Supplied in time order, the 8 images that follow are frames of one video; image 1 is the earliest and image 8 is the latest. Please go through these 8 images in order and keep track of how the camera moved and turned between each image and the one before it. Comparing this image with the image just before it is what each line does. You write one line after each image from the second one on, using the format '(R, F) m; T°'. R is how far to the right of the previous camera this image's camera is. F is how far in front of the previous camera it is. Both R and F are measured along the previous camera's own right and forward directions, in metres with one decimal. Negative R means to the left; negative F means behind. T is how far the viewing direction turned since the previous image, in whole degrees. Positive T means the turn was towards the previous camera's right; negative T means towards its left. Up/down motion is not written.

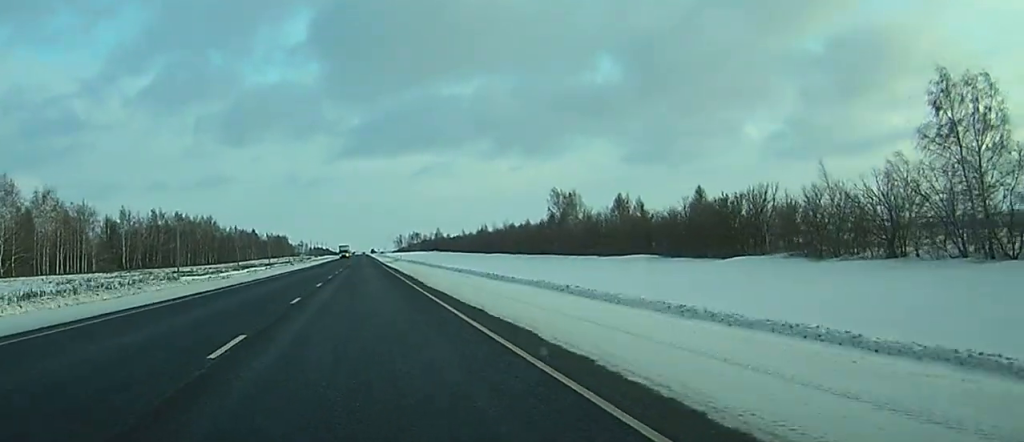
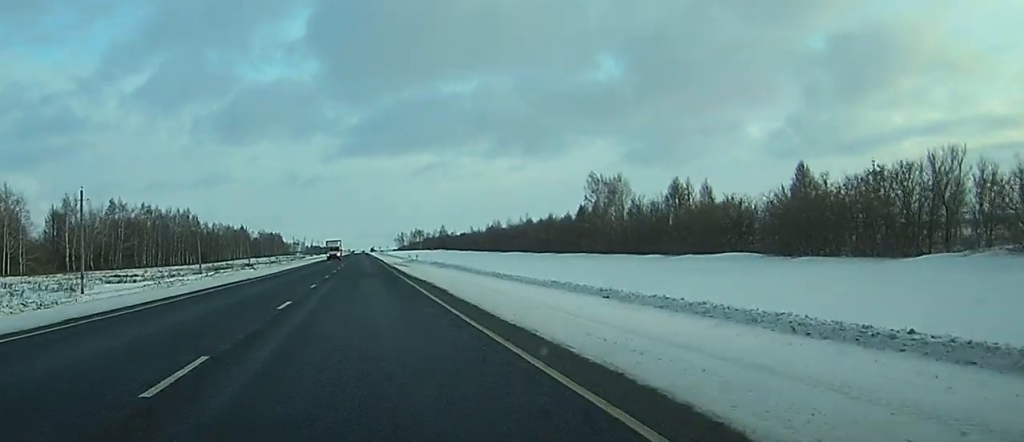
(-0.1, +38.8) m; 0°
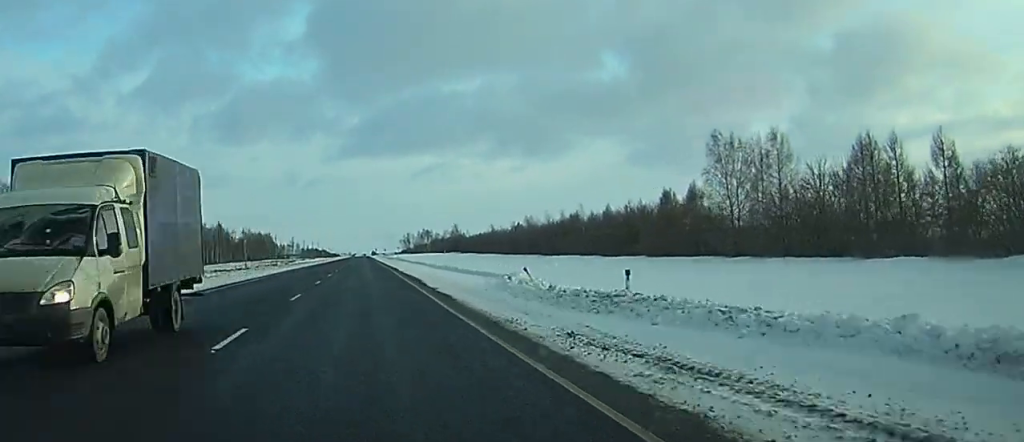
(+0.1, +67.7) m; 0°
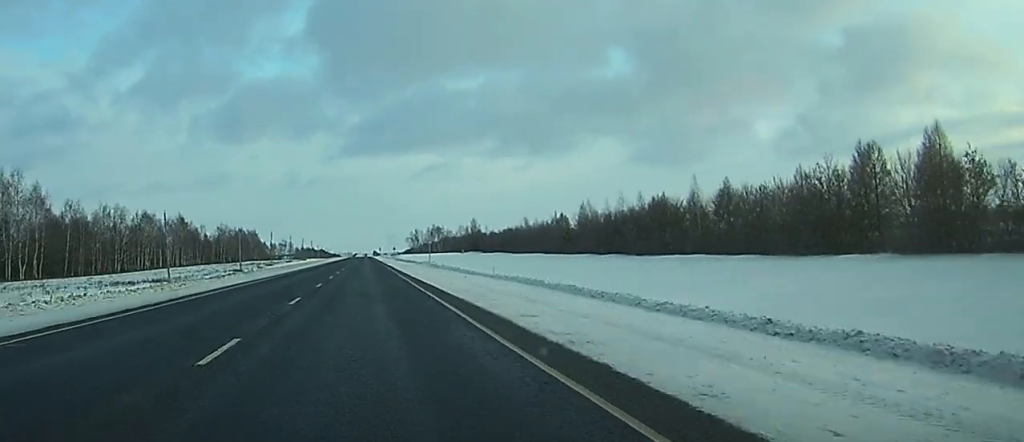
(-0.1, +73.5) m; 0°
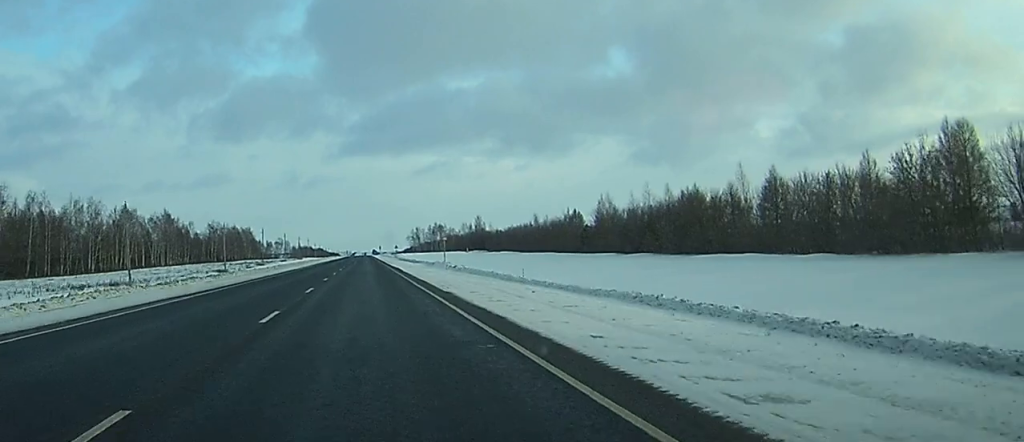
(0.0, +18.2) m; 0°
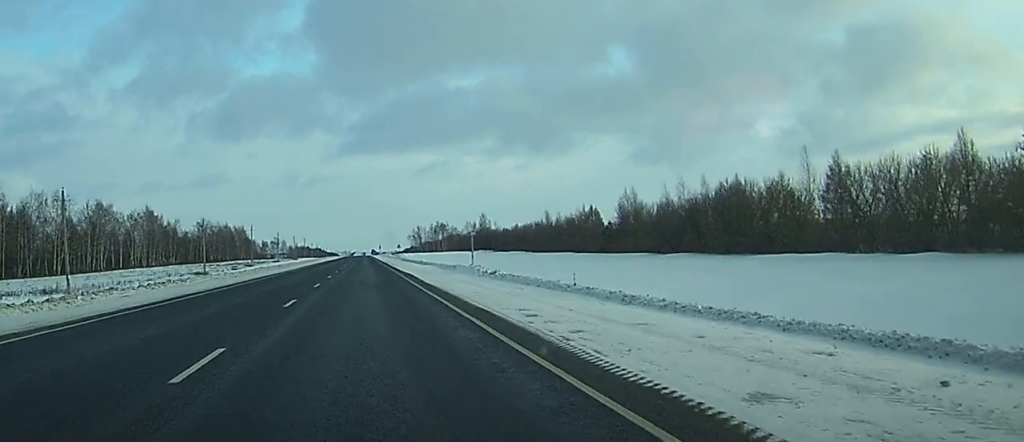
(0.0, +19.5) m; 0°
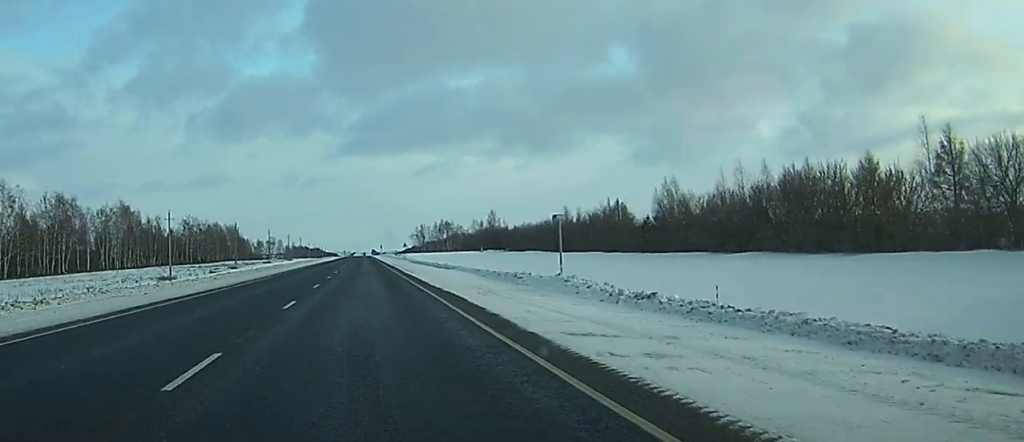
(0.0, +24.4) m; 0°
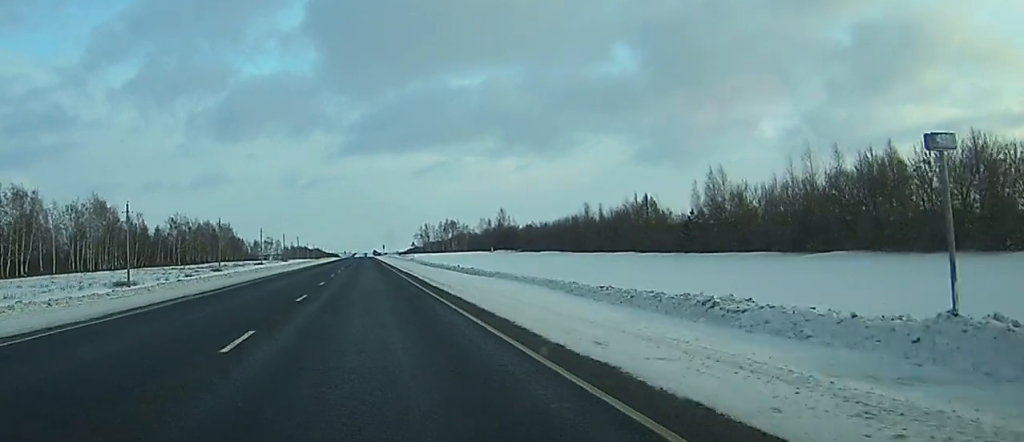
(0.0, +20.8) m; 0°
